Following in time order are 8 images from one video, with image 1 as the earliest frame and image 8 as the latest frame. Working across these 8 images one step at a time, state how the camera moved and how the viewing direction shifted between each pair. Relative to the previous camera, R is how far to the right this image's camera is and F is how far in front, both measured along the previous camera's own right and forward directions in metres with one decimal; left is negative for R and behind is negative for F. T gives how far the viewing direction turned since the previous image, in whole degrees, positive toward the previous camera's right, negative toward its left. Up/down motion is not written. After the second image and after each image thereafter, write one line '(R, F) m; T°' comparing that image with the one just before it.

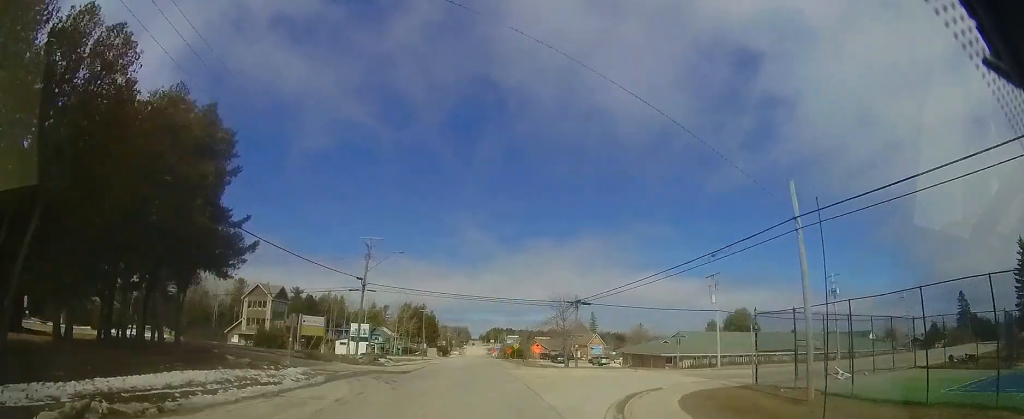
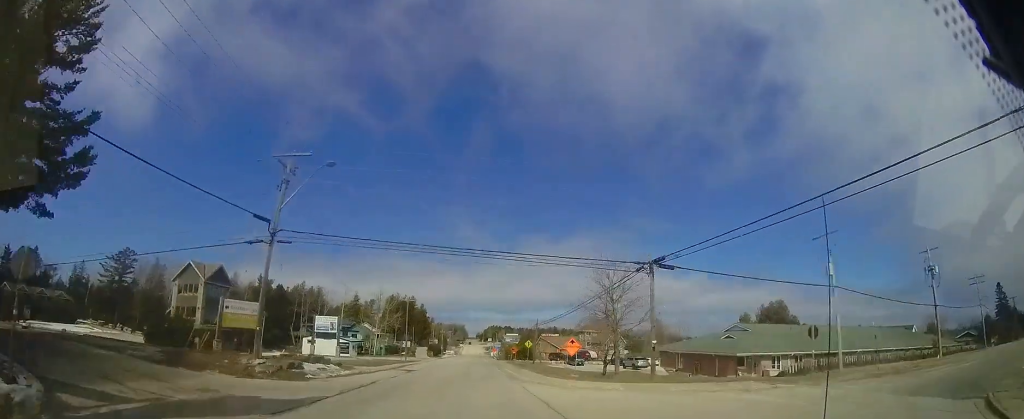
(+0.2, +14.2) m; +1°
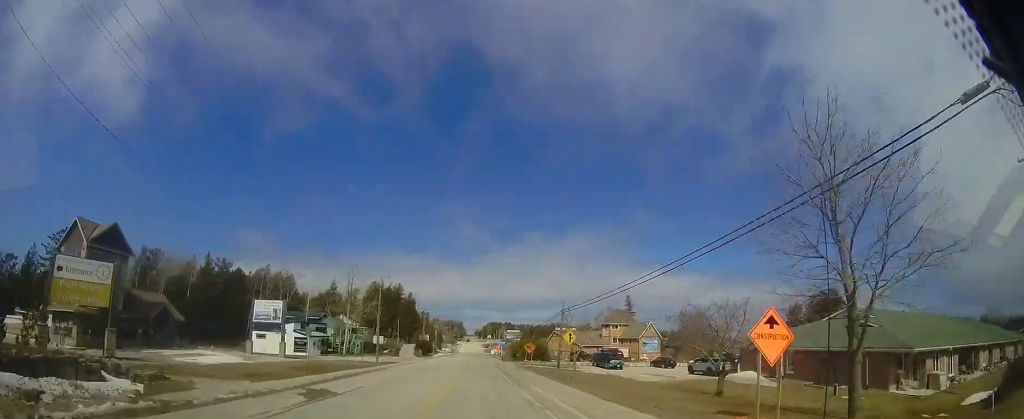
(+0.1, +15.8) m; 0°
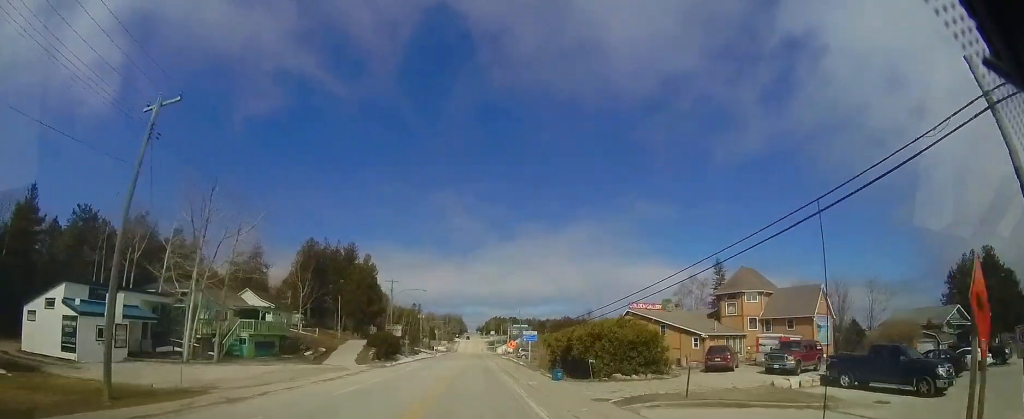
(-0.1, +32.5) m; 0°
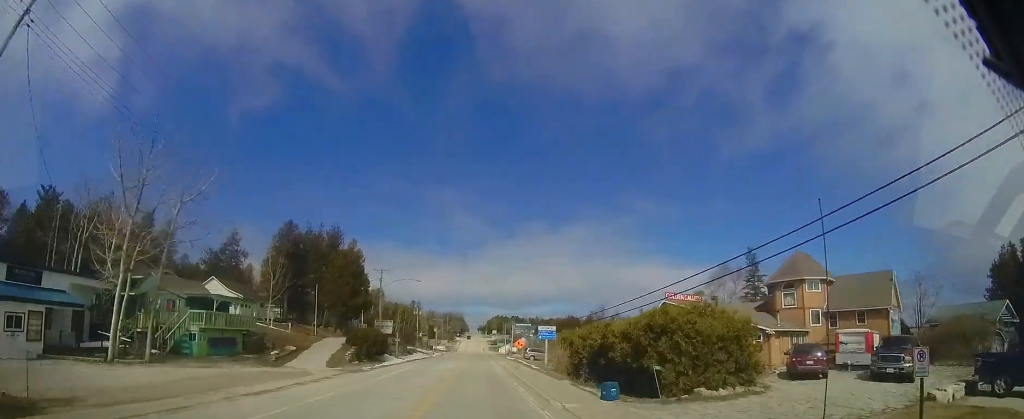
(0.0, +6.7) m; 0°
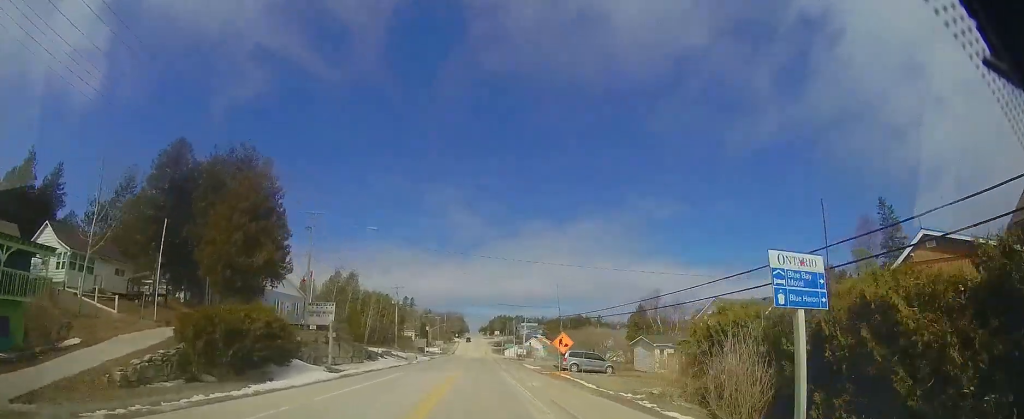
(0.0, +19.8) m; 0°
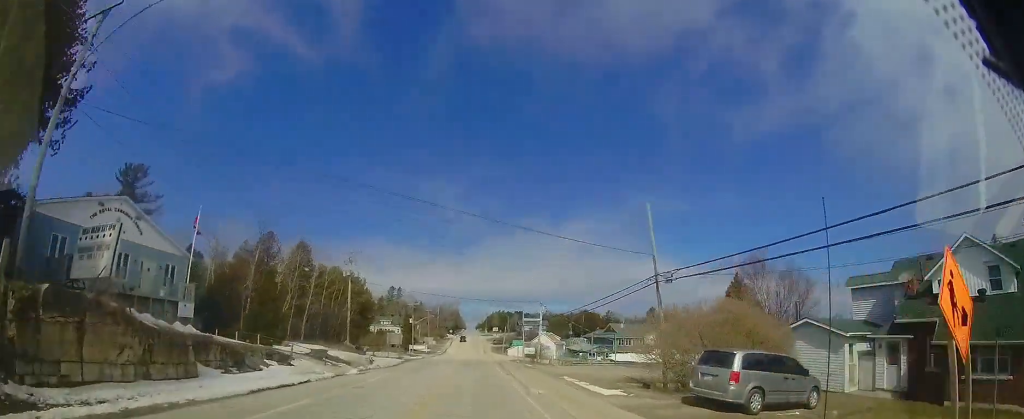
(0.0, +18.7) m; 0°
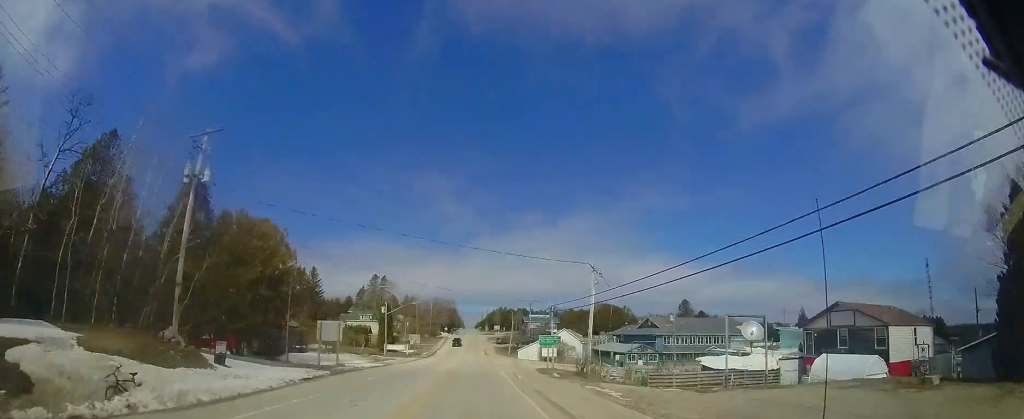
(0.0, +21.0) m; 0°
